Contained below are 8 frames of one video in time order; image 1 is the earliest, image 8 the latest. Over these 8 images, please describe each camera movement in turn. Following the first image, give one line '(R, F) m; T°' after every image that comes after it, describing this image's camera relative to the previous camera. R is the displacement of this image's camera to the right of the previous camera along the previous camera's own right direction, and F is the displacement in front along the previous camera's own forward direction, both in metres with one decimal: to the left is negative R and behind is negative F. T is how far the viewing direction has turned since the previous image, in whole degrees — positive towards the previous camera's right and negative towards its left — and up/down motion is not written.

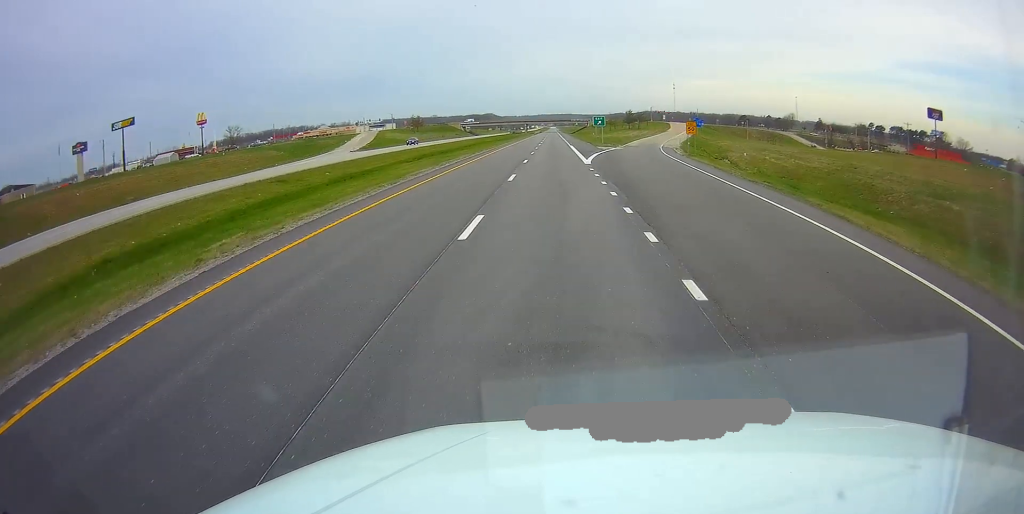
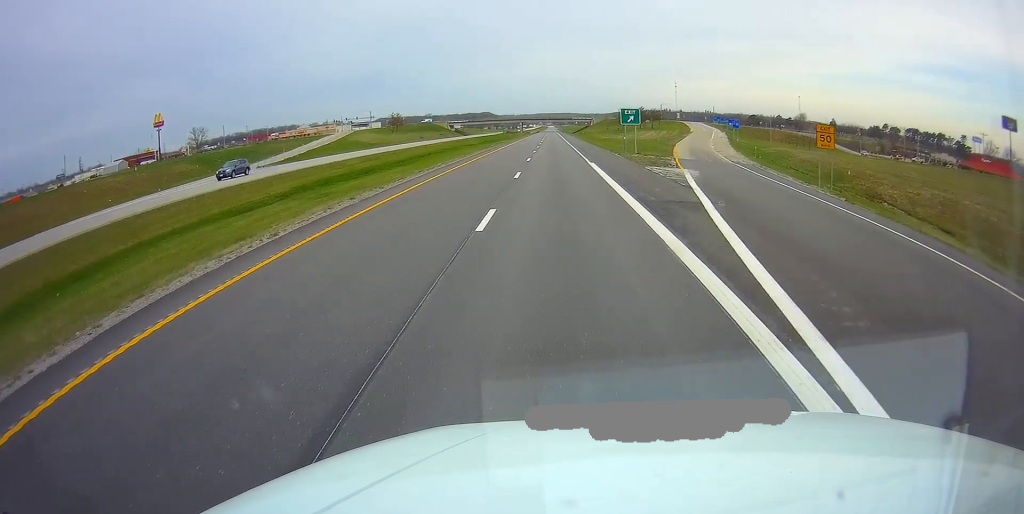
(+0.1, +35.5) m; 0°
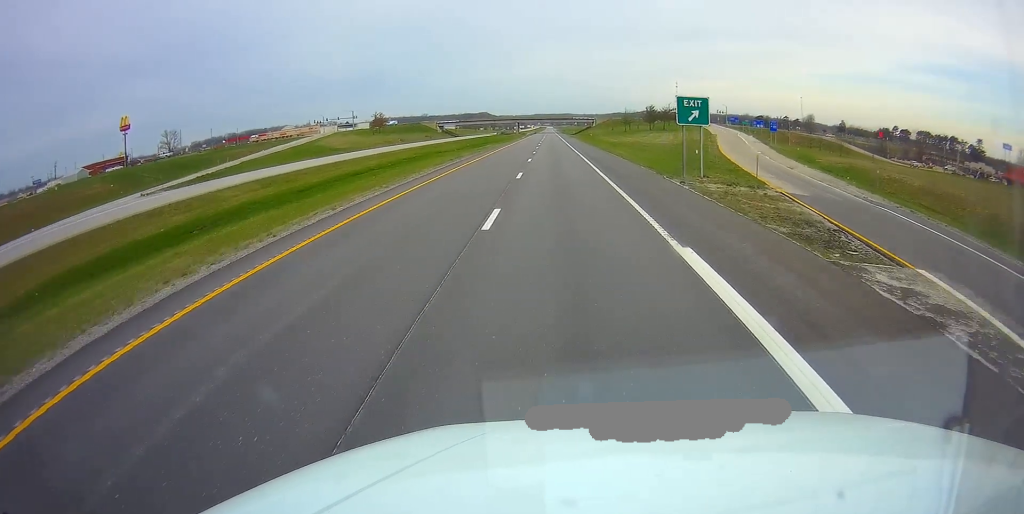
(0.0, +24.0) m; 0°
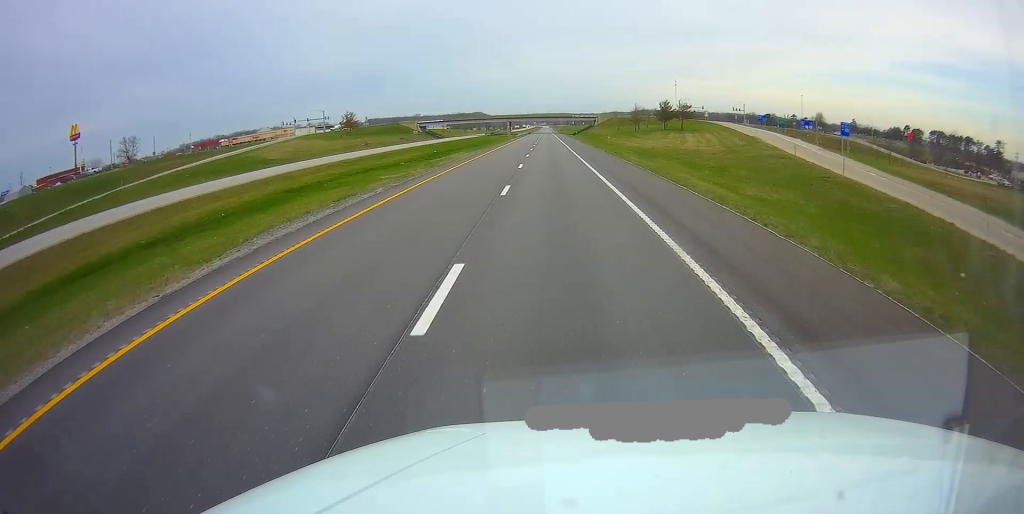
(-0.1, +30.4) m; 0°
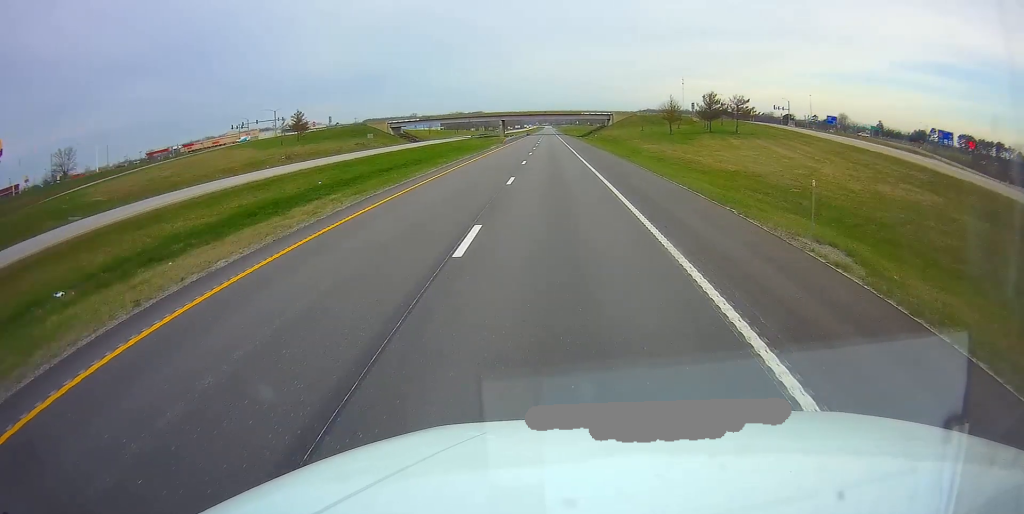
(+0.1, +45.0) m; 0°
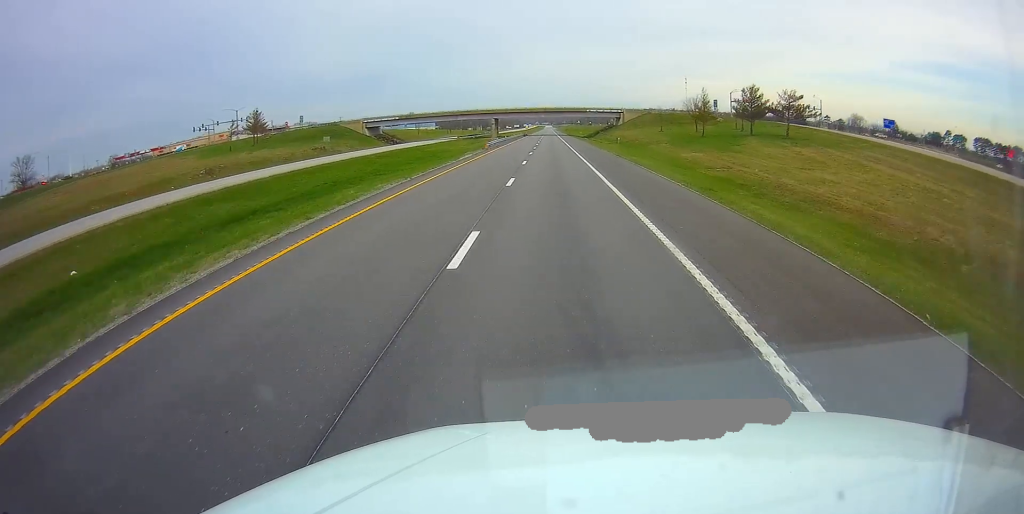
(0.0, +25.0) m; 0°
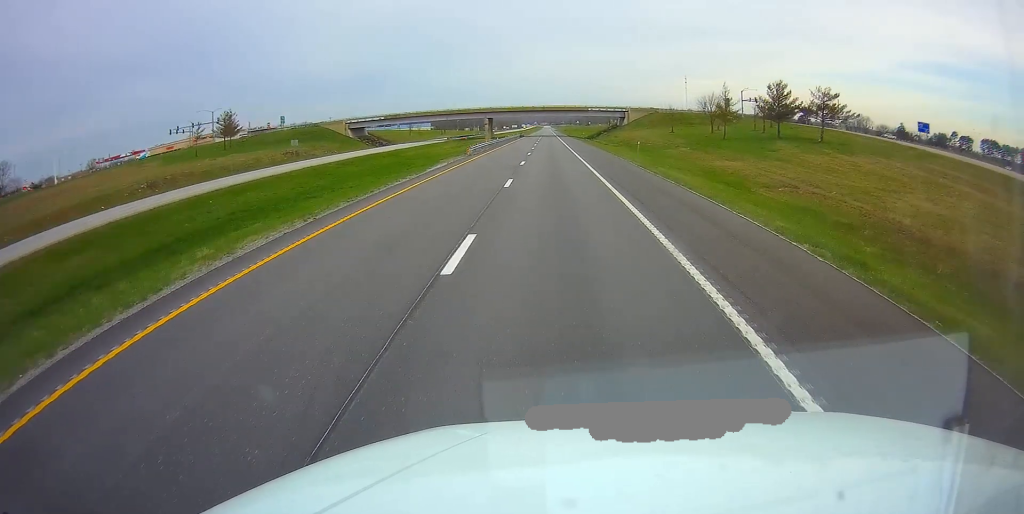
(0.0, +12.5) m; 0°
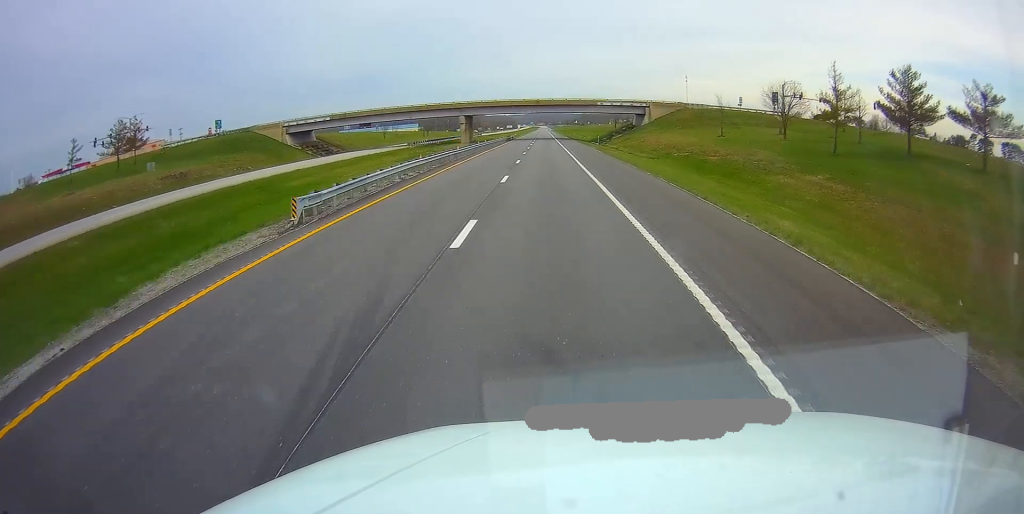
(0.0, +34.6) m; 0°
